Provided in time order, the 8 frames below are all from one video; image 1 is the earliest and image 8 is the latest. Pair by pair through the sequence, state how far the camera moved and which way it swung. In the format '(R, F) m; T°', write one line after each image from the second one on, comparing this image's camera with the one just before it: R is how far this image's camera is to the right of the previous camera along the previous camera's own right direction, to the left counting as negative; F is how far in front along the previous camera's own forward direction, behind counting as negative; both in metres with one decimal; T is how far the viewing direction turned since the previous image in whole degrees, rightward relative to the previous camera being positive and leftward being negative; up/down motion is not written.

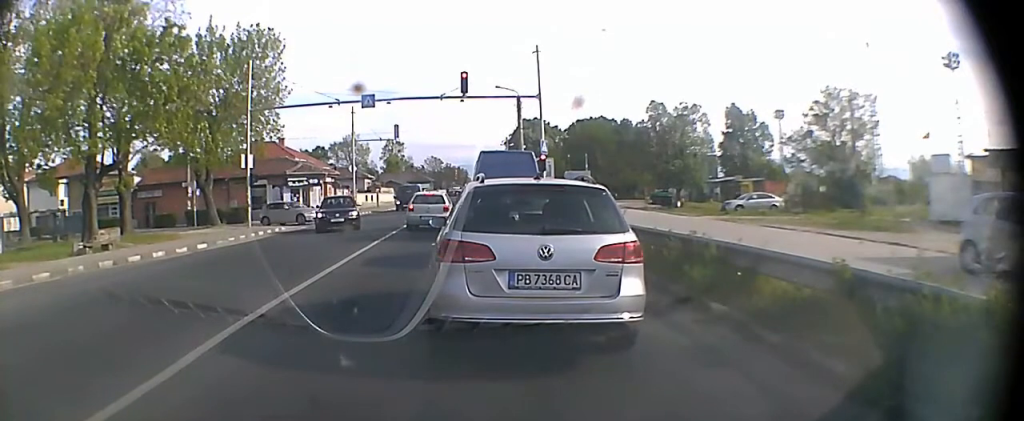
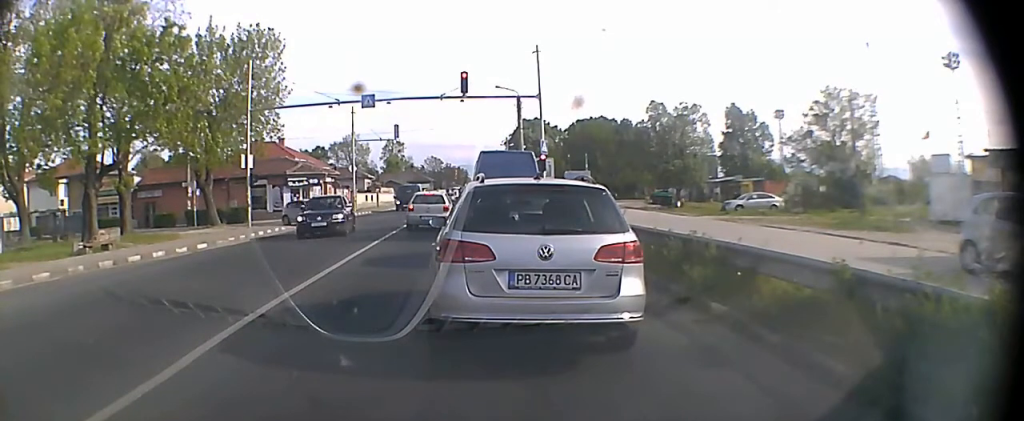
(0.0, -0.2) m; 0°
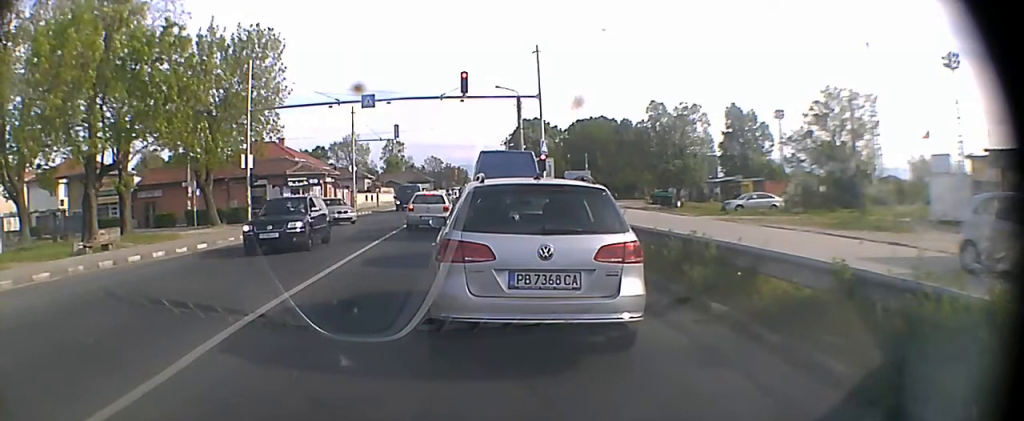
(0.0, 0.0) m; 0°
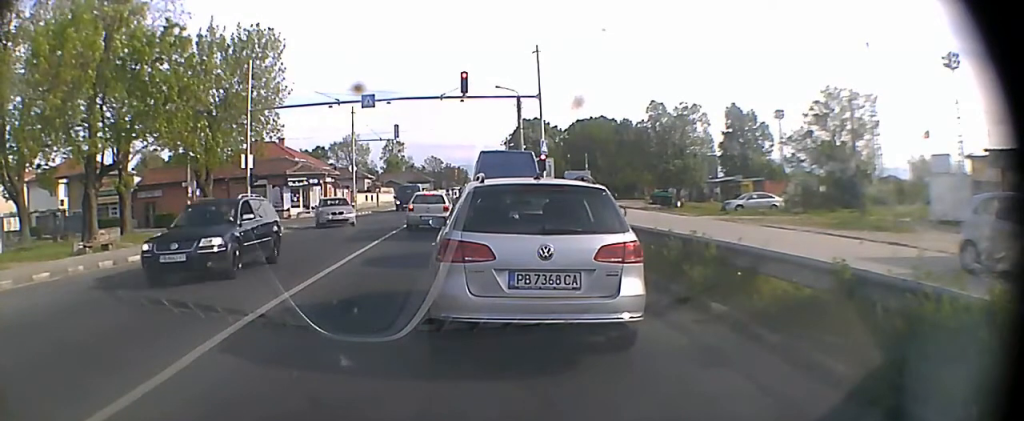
(0.0, 0.0) m; 0°
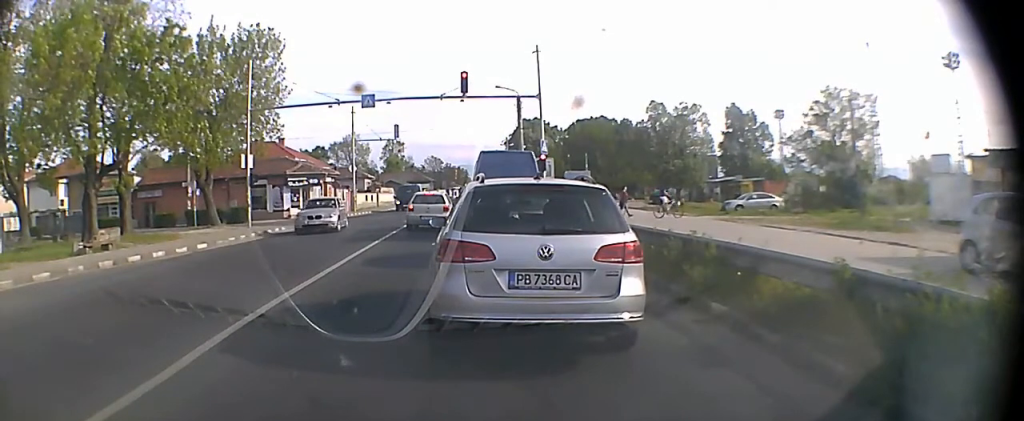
(0.0, 0.0) m; 0°
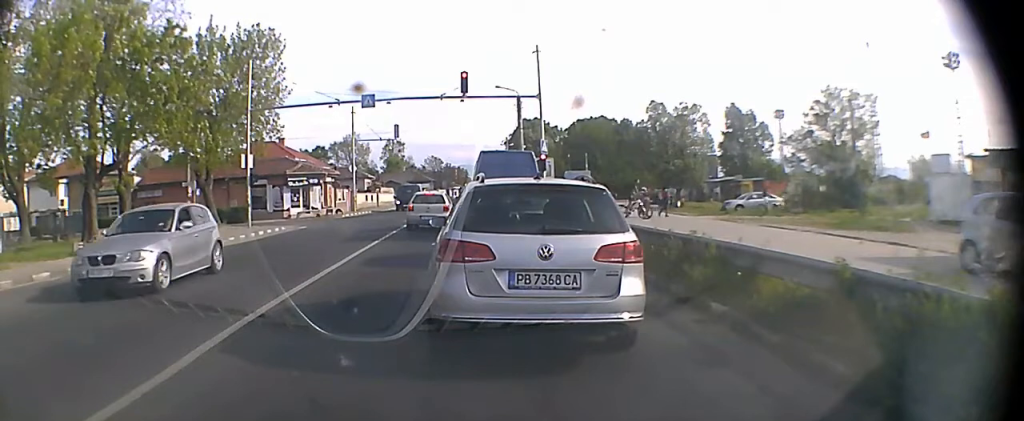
(0.0, 0.0) m; 0°
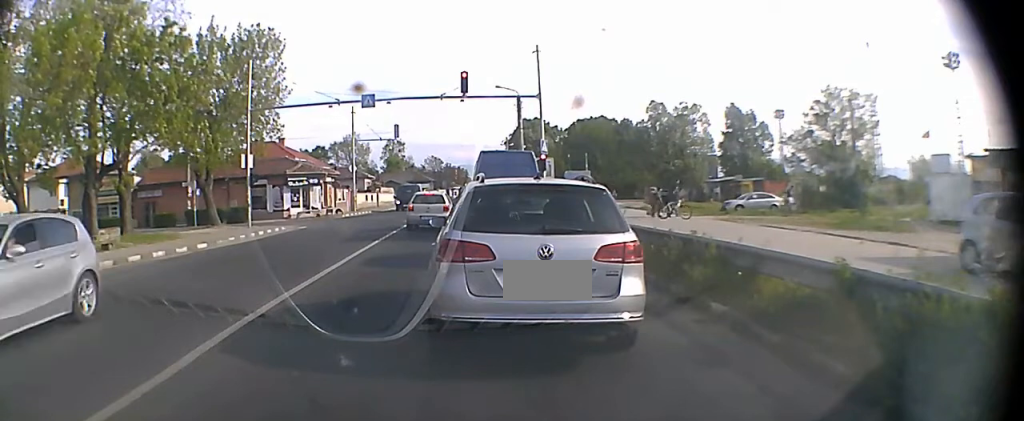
(0.0, 0.0) m; 0°
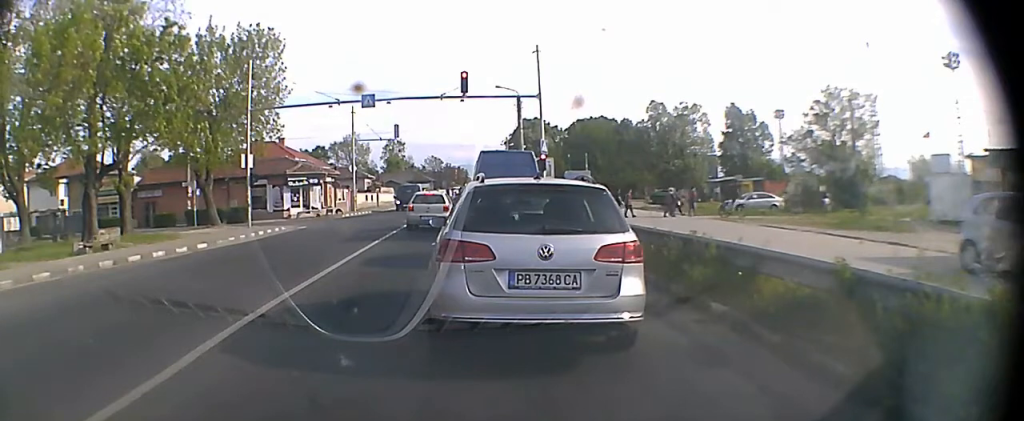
(0.0, 0.0) m; 0°
